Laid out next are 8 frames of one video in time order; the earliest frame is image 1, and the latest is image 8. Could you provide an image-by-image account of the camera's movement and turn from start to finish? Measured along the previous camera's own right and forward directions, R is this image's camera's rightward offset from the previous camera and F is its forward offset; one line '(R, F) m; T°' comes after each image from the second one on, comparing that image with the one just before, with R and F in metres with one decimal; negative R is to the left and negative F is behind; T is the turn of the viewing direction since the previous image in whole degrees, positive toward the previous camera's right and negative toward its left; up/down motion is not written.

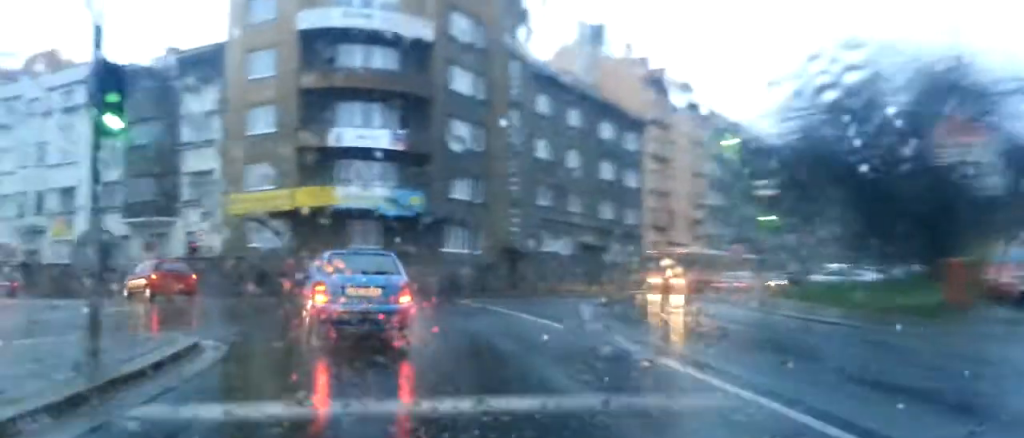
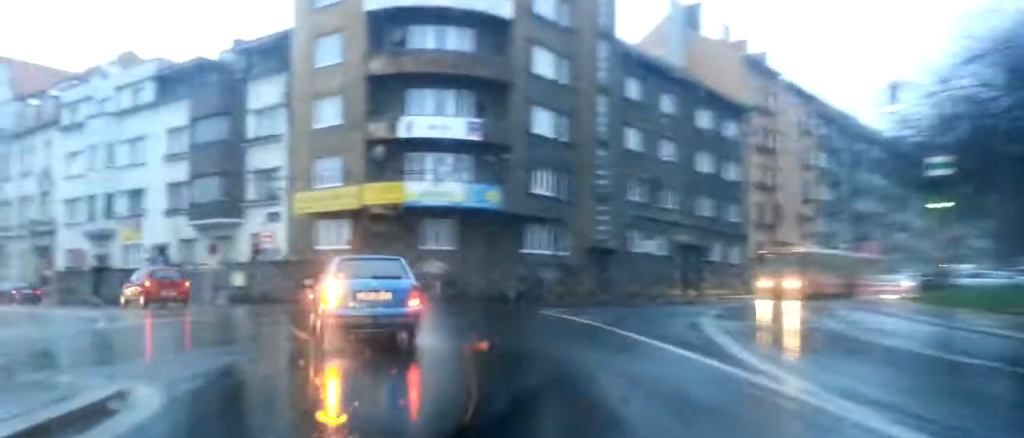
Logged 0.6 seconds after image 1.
(+0.1, +4.3) m; -2°
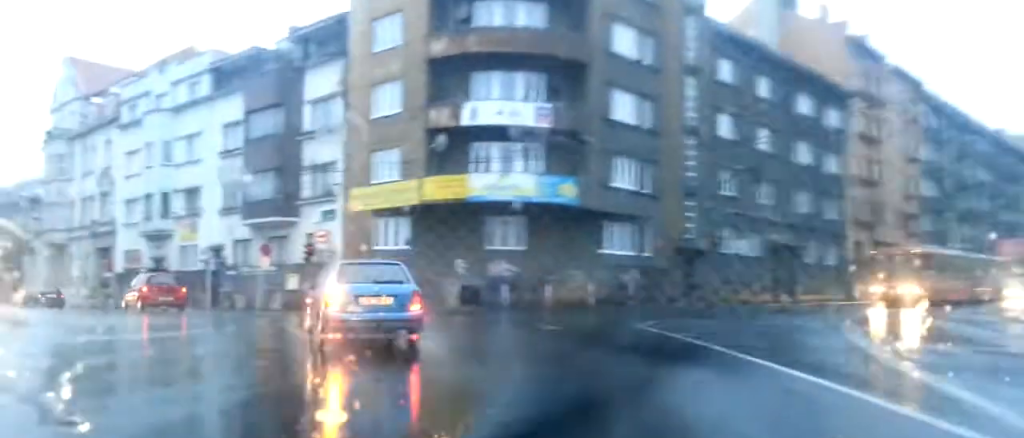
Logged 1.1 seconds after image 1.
(-0.2, +4.1) m; -5°
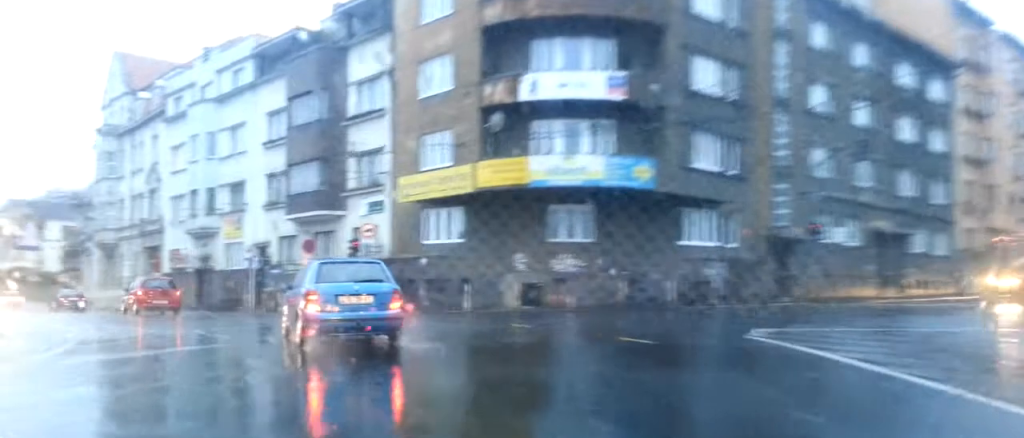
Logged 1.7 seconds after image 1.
(+0.1, +4.1) m; -5°
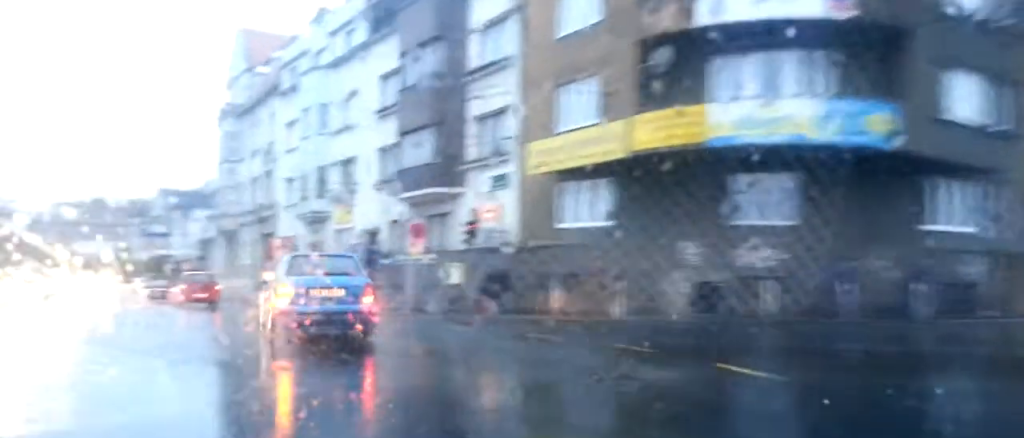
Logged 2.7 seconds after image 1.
(-0.9, +8.0) m; -12°
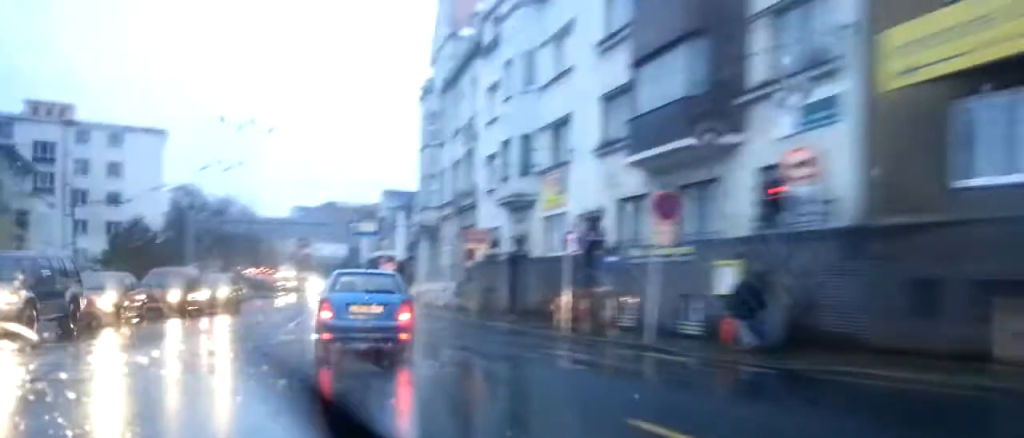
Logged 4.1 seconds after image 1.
(-1.8, +11.8) m; -16°
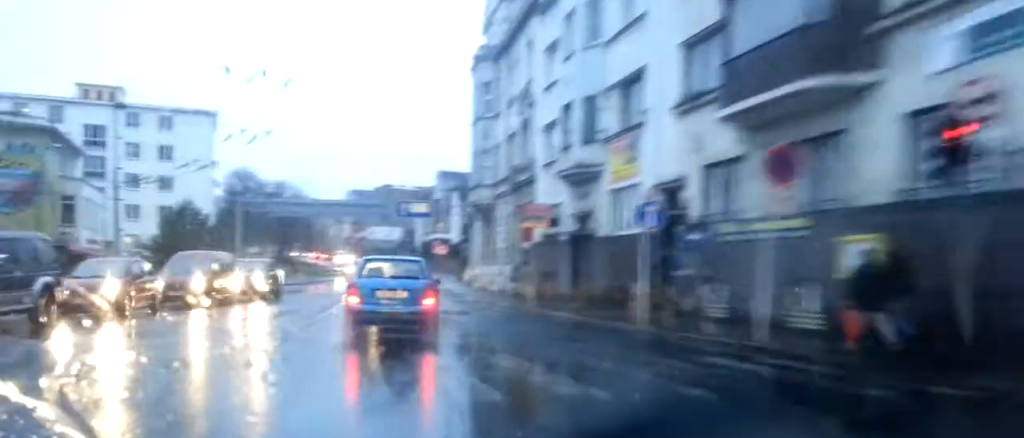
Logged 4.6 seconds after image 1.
(+0.1, +3.8) m; -6°
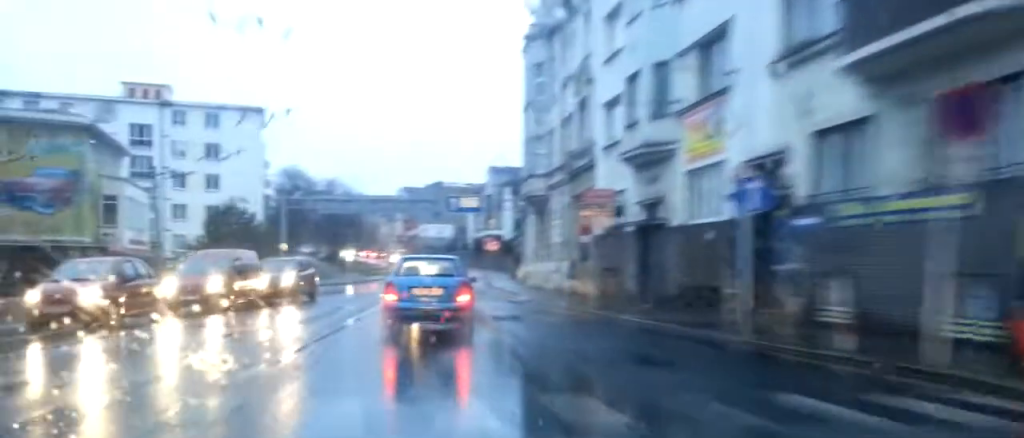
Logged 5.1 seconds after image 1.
(-0.4, +3.9) m; -4°
